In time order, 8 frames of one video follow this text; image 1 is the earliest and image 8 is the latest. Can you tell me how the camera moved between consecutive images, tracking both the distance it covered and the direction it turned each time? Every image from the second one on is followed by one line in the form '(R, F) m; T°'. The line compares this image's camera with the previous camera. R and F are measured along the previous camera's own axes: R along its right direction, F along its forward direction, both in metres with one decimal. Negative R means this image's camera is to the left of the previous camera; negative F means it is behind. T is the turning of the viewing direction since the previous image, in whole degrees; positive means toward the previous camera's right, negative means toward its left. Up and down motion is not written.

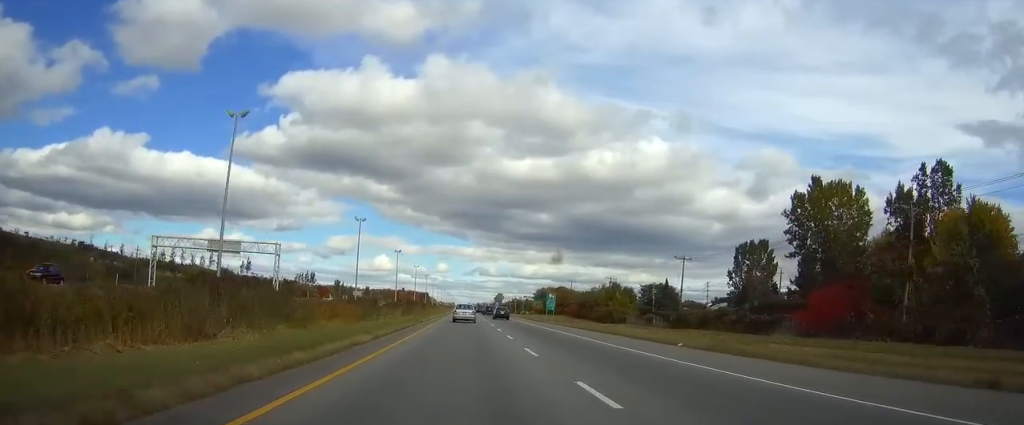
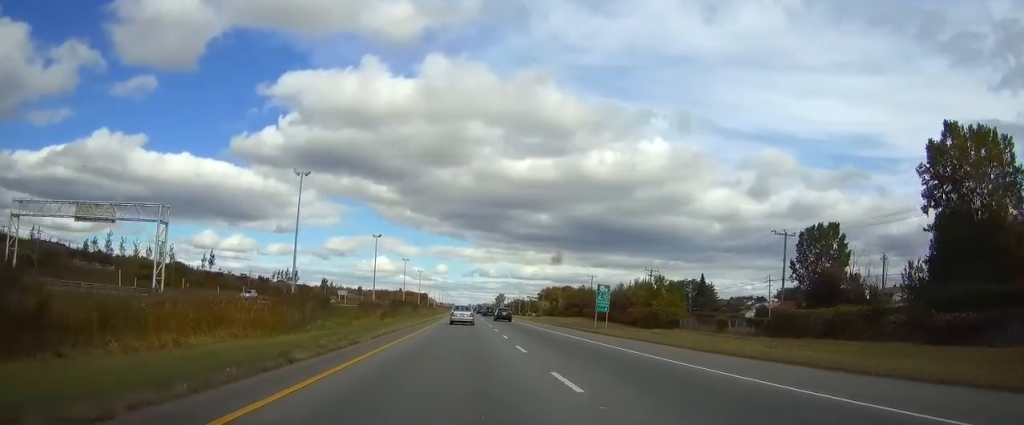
(+0.1, +34.4) m; 0°
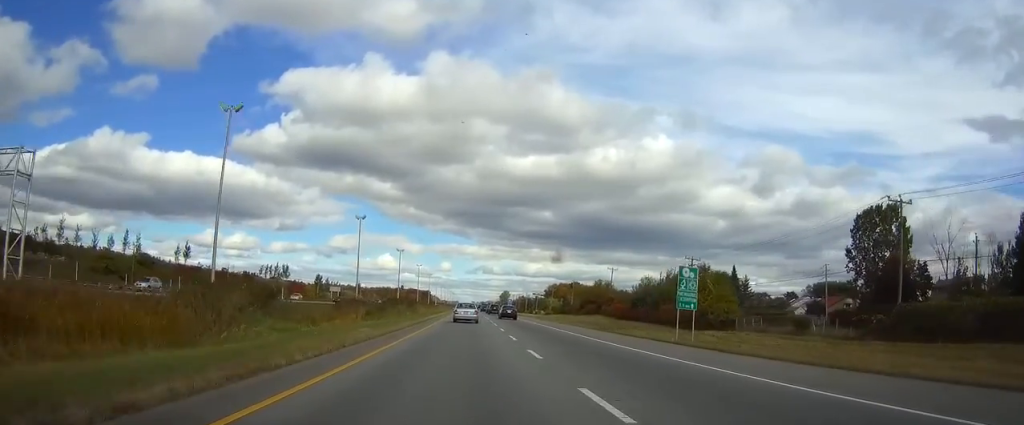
(0.0, +20.6) m; 0°
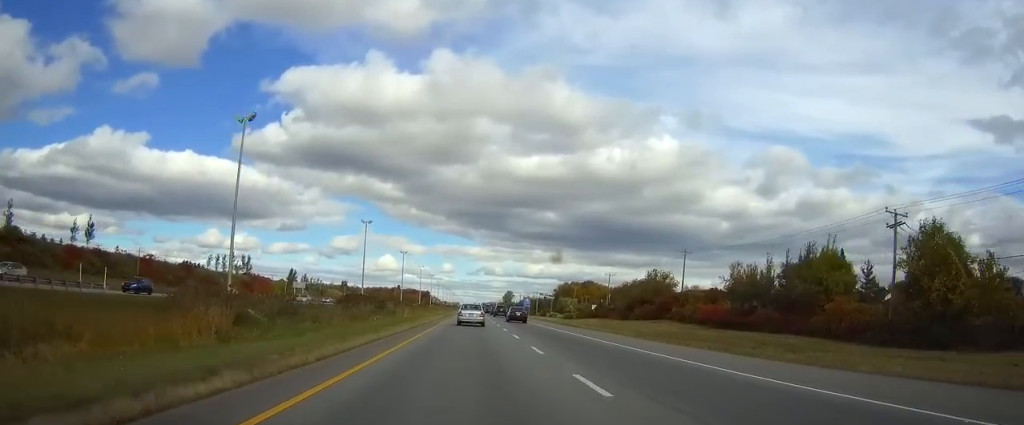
(-0.2, +51.4) m; 0°
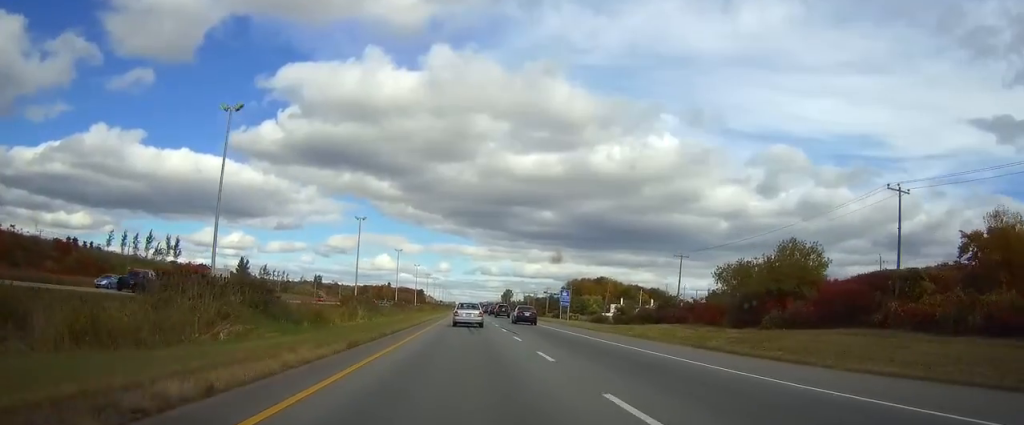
(0.0, +56.6) m; 0°
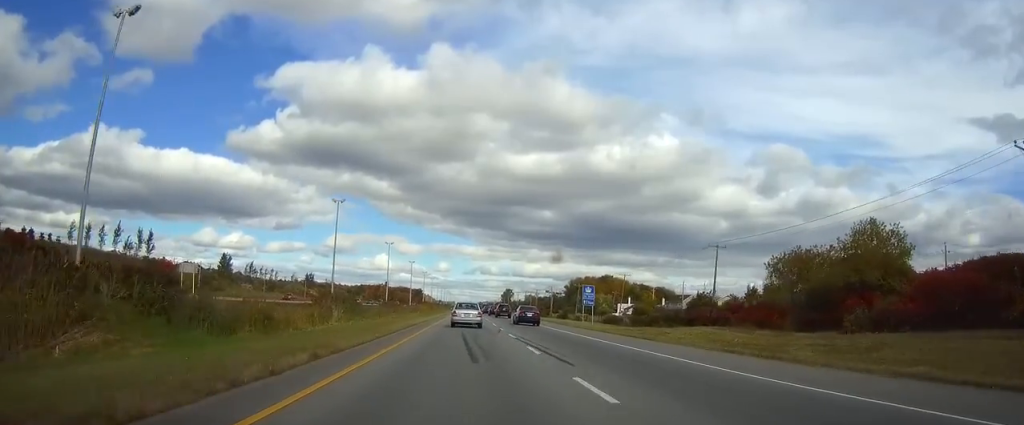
(0.0, +15.8) m; 0°
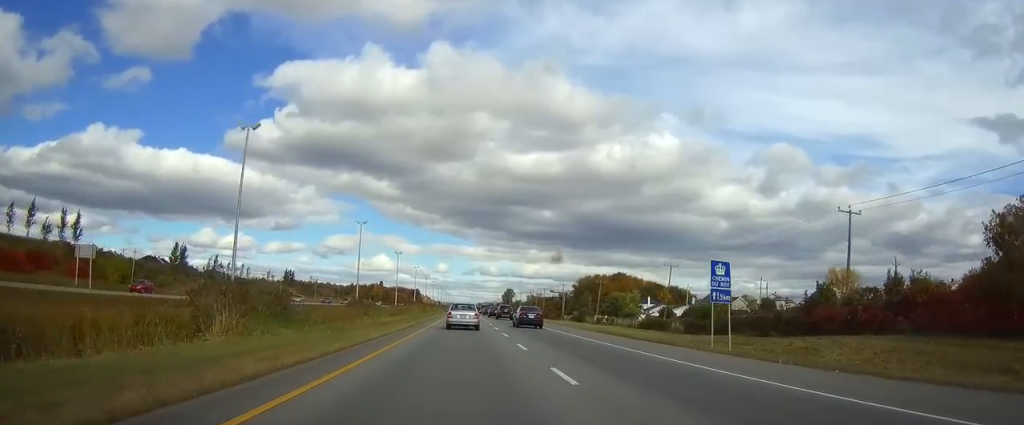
(0.0, +33.6) m; 0°
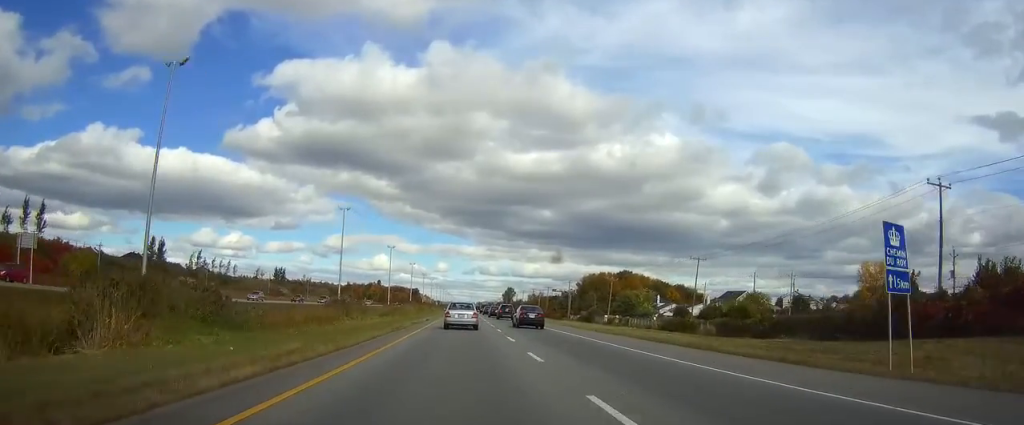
(0.0, +13.4) m; 0°
